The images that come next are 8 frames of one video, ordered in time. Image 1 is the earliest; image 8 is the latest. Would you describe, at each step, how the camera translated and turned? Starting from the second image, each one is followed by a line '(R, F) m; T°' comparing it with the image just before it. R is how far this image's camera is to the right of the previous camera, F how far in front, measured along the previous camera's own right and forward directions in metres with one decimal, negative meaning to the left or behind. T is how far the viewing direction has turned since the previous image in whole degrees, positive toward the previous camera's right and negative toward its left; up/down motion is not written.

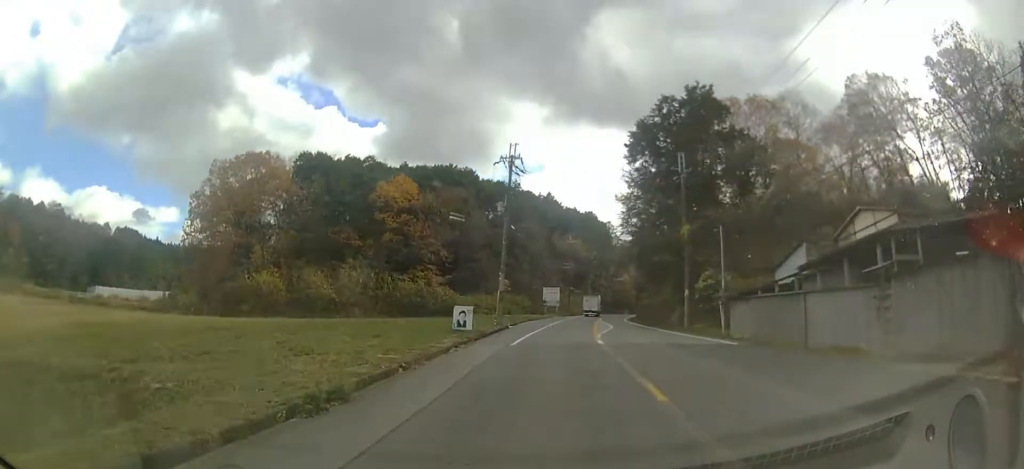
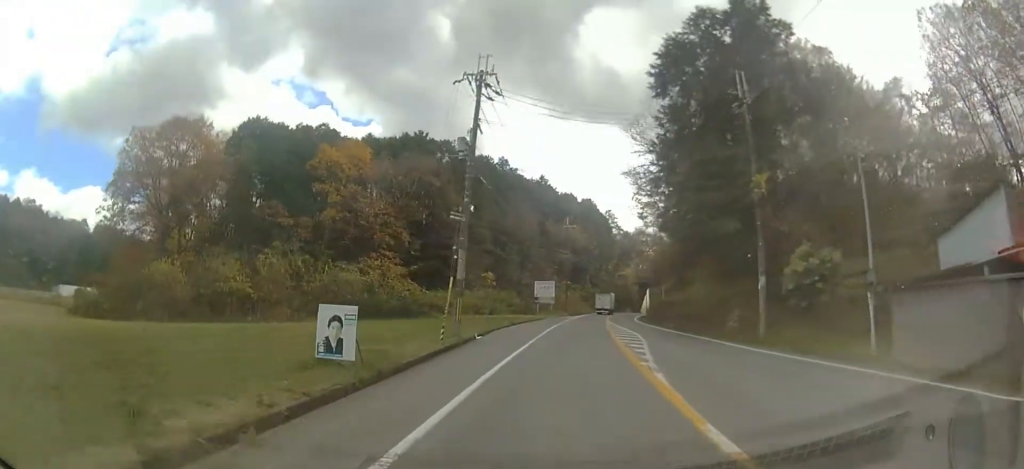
(-0.1, +13.9) m; -1°
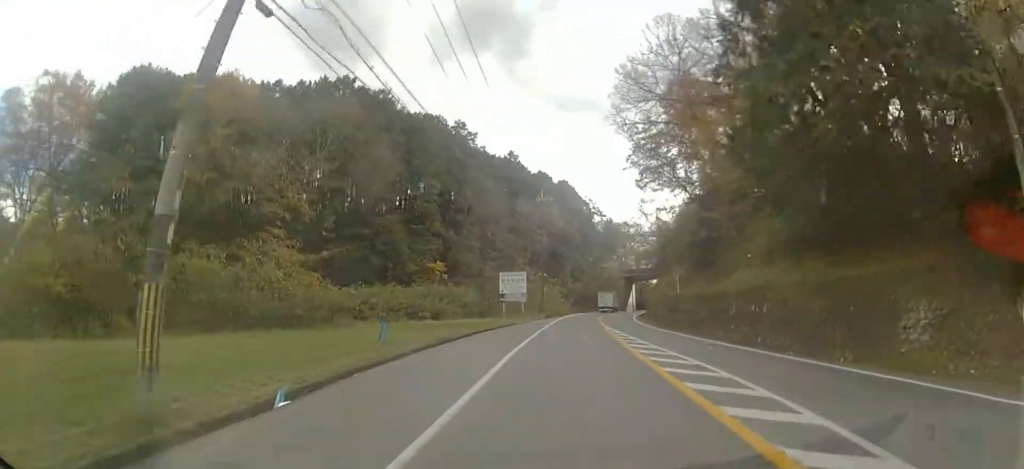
(-0.1, +15.7) m; 0°
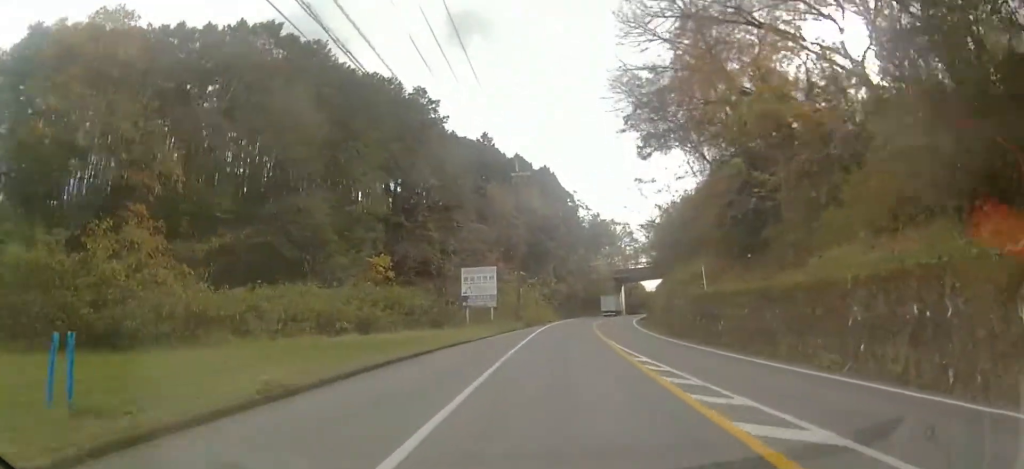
(+0.1, +11.3) m; +1°
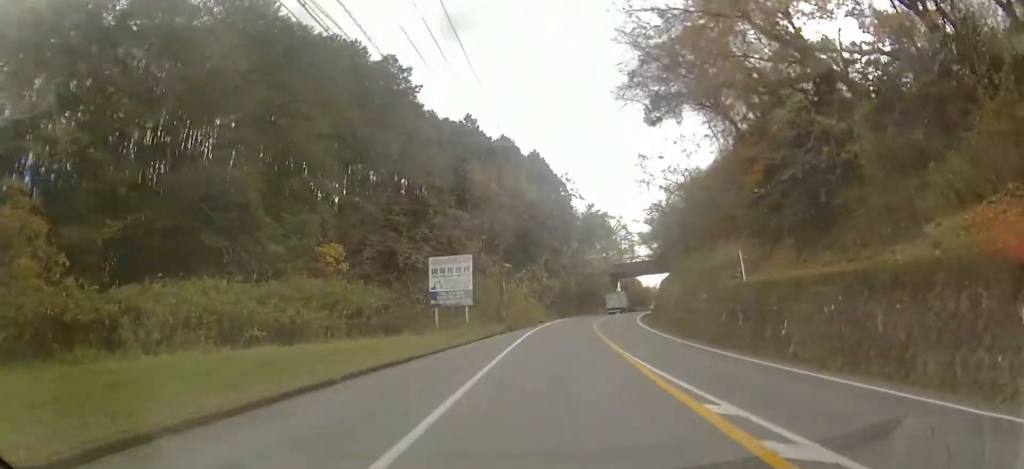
(0.0, +6.6) m; +1°
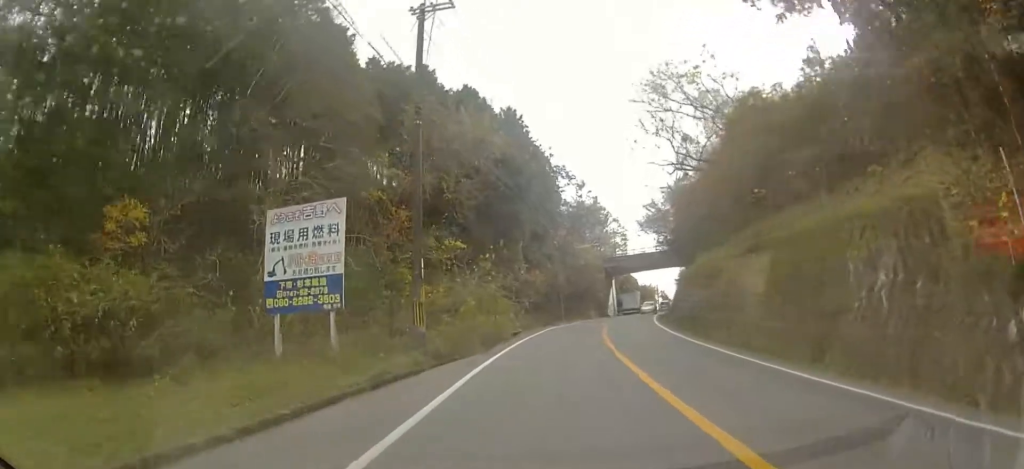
(+0.3, +15.5) m; +2°
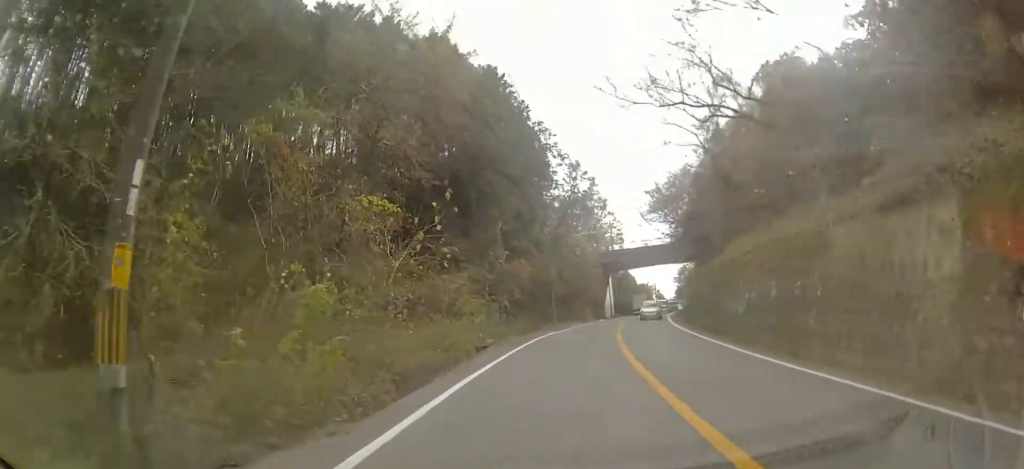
(+0.2, +10.0) m; +1°
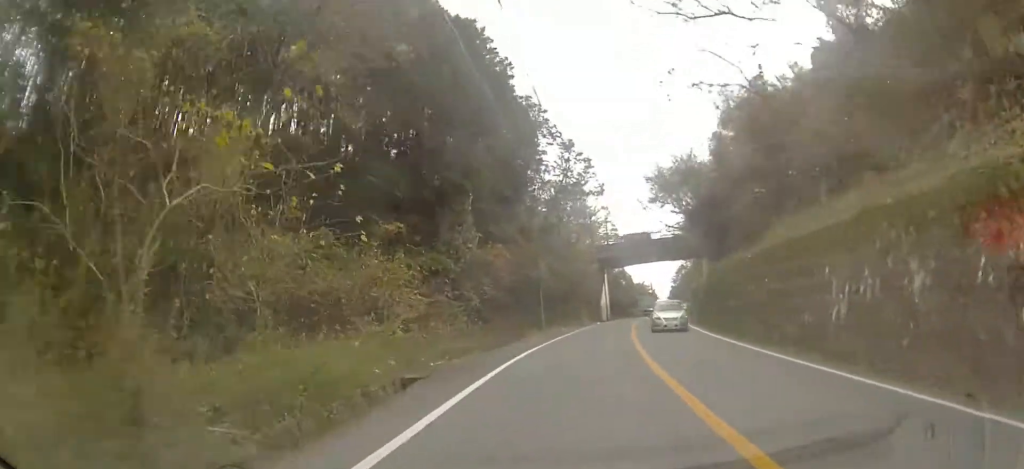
(+0.1, +8.0) m; +1°
